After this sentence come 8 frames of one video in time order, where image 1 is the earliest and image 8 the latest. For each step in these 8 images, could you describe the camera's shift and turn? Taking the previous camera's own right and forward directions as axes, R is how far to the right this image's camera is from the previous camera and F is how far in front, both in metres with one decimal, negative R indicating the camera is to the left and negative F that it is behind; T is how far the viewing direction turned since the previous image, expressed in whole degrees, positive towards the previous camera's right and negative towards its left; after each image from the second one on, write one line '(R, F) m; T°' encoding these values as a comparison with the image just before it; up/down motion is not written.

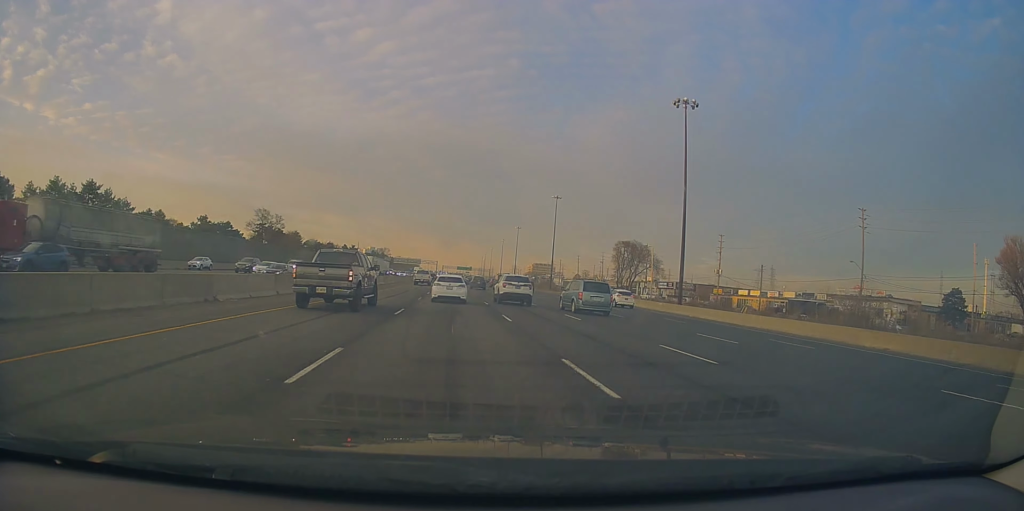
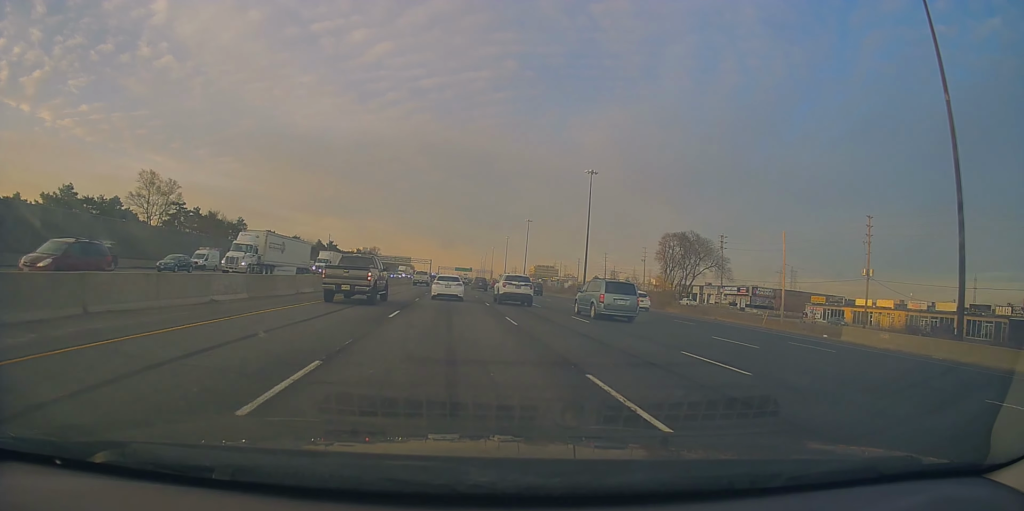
(-0.4, +48.9) m; 0°
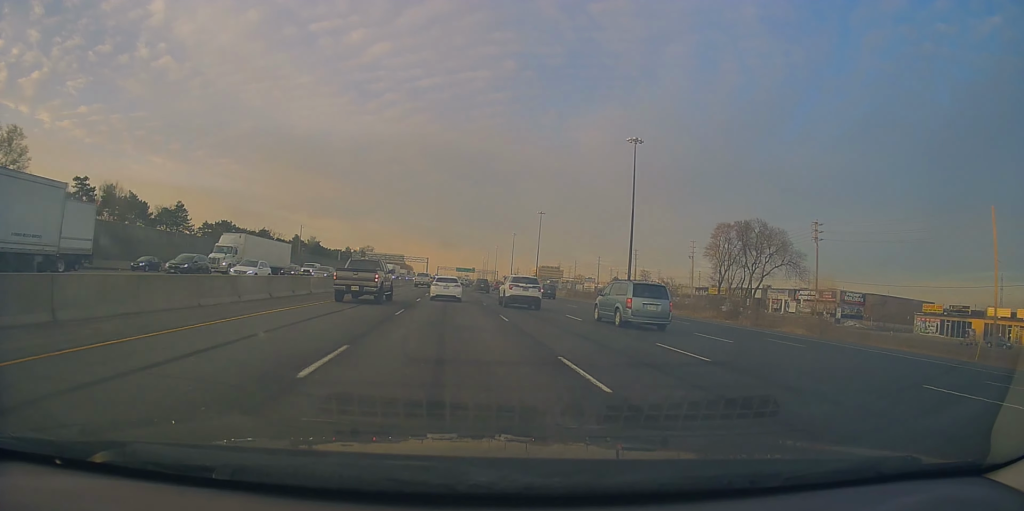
(+0.3, +33.8) m; 0°
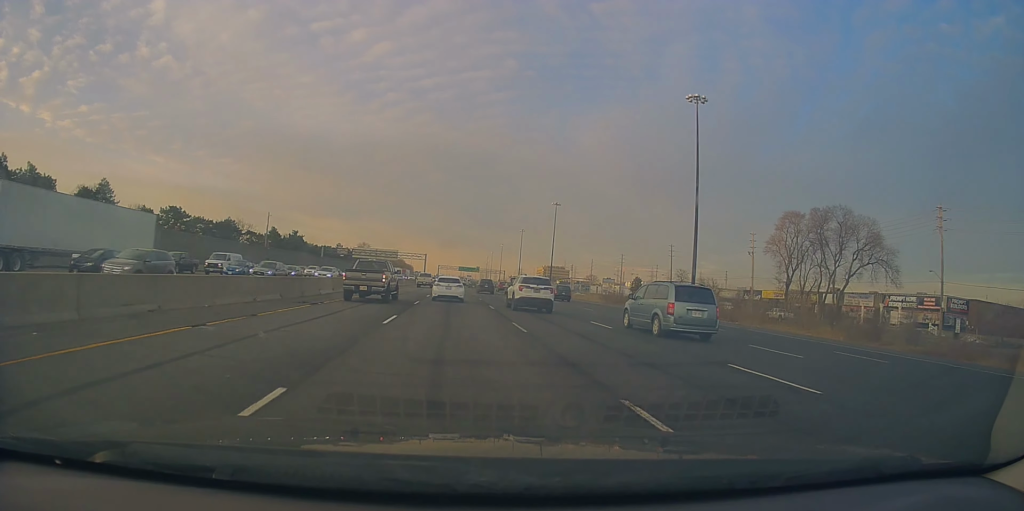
(-0.3, +27.3) m; 0°
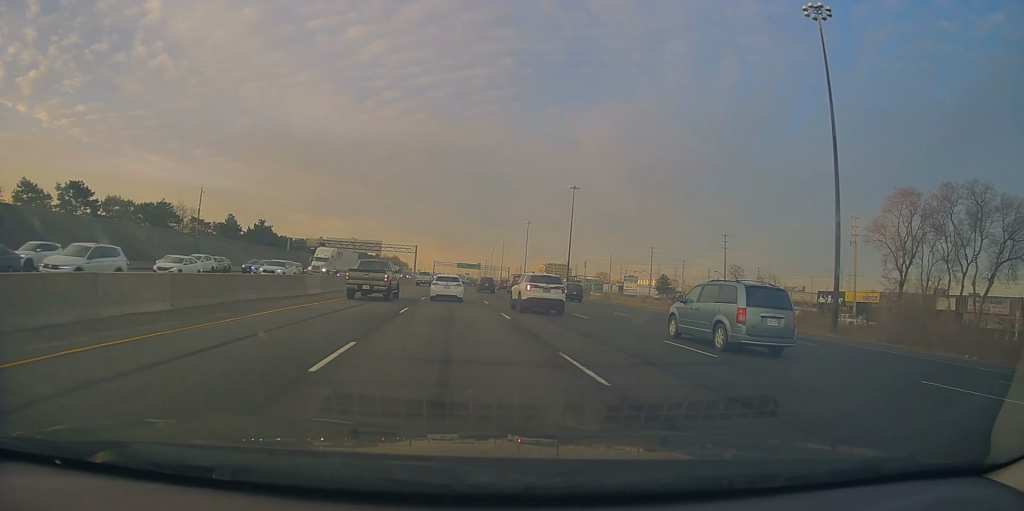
(0.0, +31.6) m; 0°
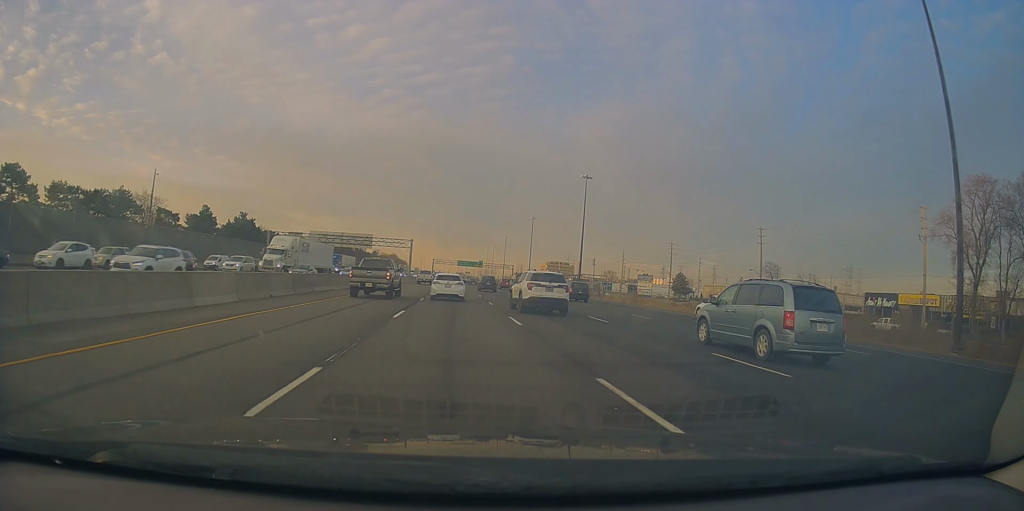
(0.0, +14.9) m; 0°
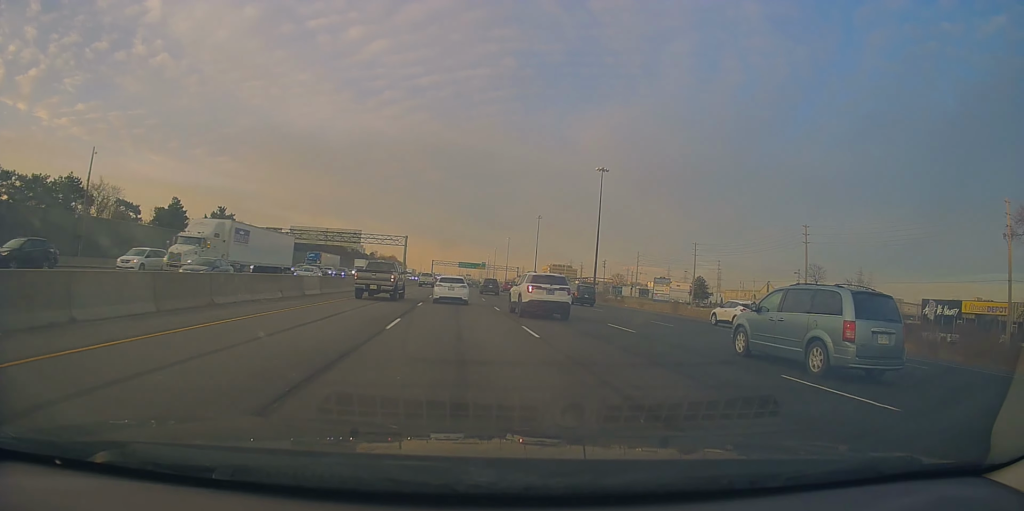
(0.0, +14.8) m; 0°
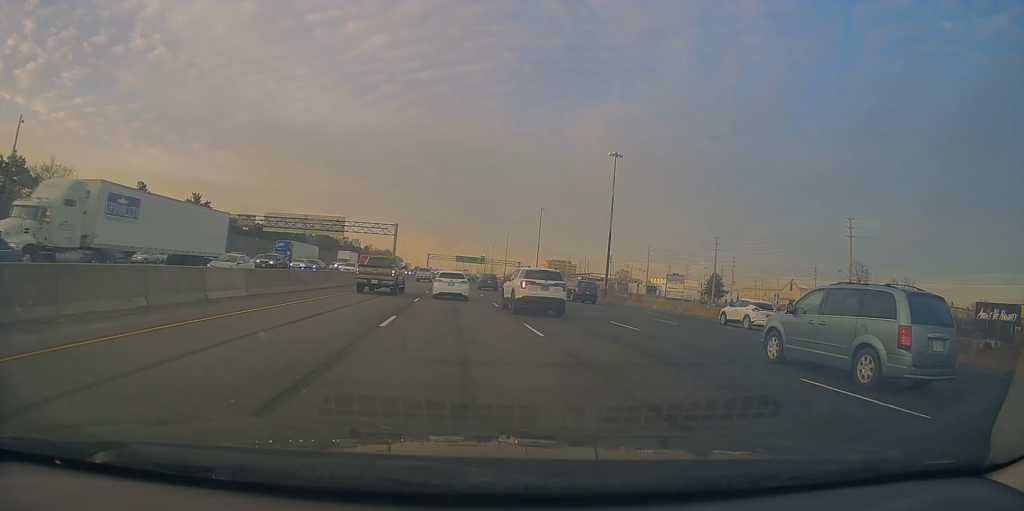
(-0.1, +12.8) m; 0°
